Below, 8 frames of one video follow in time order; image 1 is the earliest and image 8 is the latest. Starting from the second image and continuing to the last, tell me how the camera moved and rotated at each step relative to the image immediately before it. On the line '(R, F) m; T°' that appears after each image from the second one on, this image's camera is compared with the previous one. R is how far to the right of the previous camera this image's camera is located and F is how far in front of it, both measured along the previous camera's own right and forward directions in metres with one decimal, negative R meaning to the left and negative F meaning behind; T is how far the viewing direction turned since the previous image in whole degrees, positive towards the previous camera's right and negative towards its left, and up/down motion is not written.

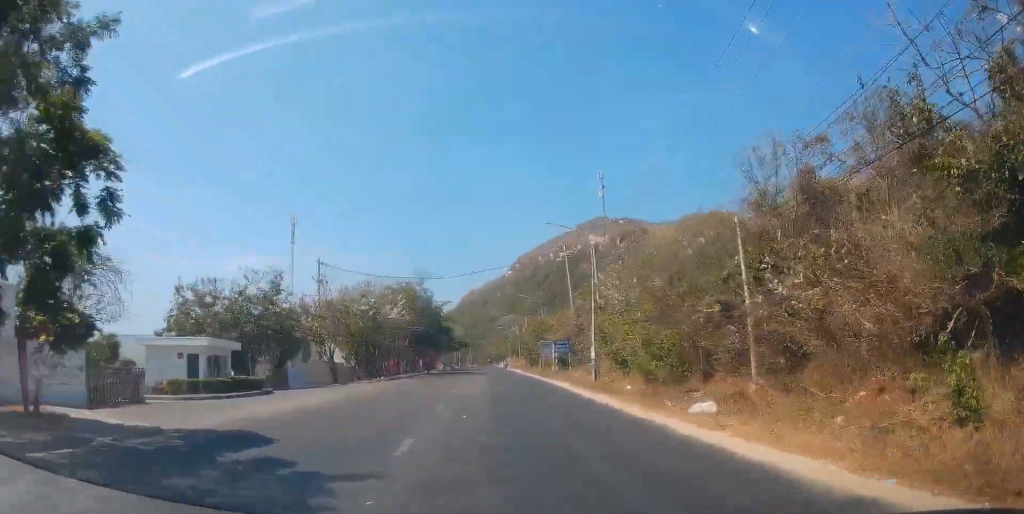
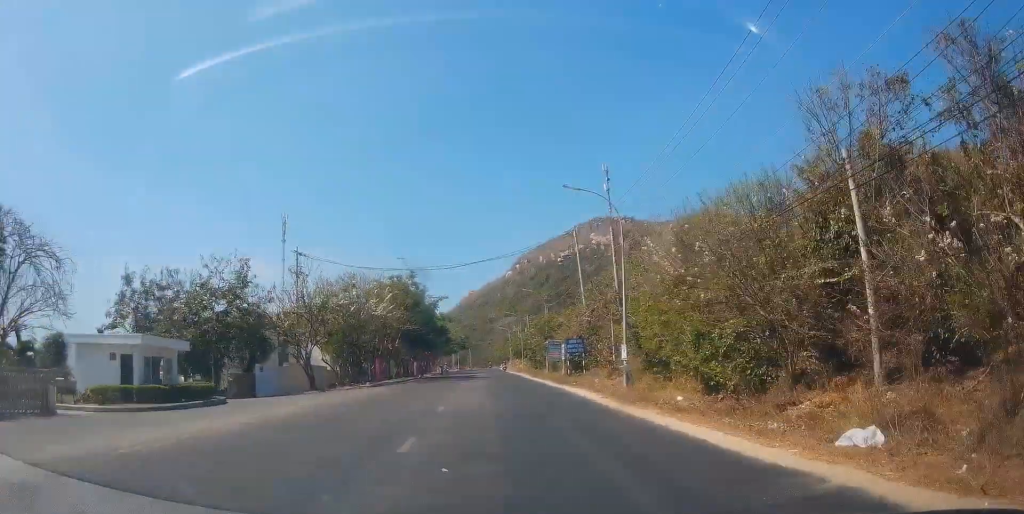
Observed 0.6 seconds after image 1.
(+0.3, +7.8) m; +1°
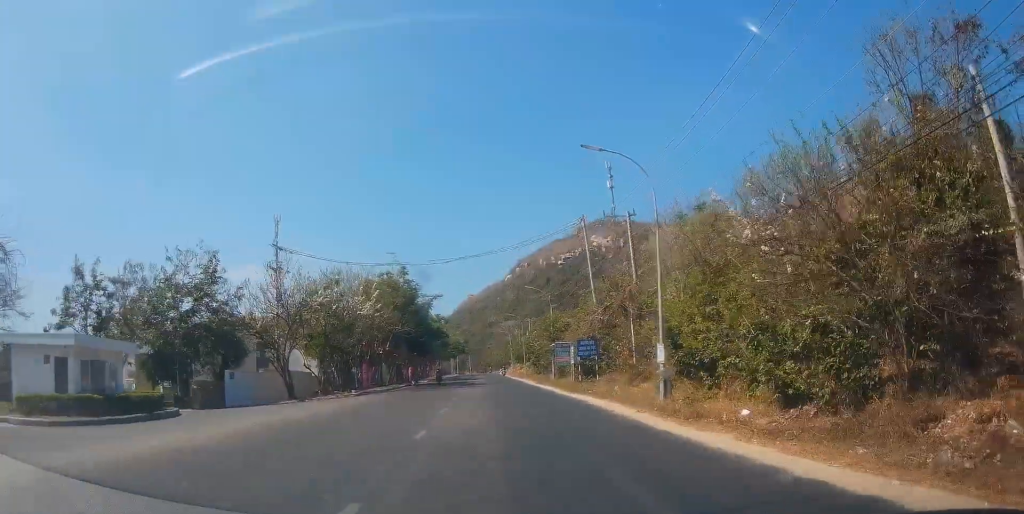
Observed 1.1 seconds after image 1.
(-0.3, +5.6) m; 0°
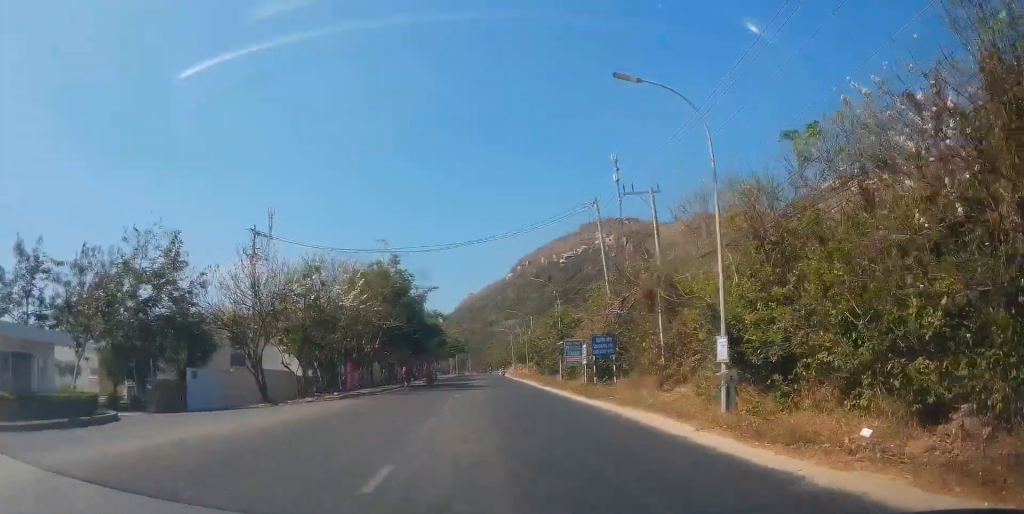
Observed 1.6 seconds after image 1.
(-0.1, +5.5) m; 0°
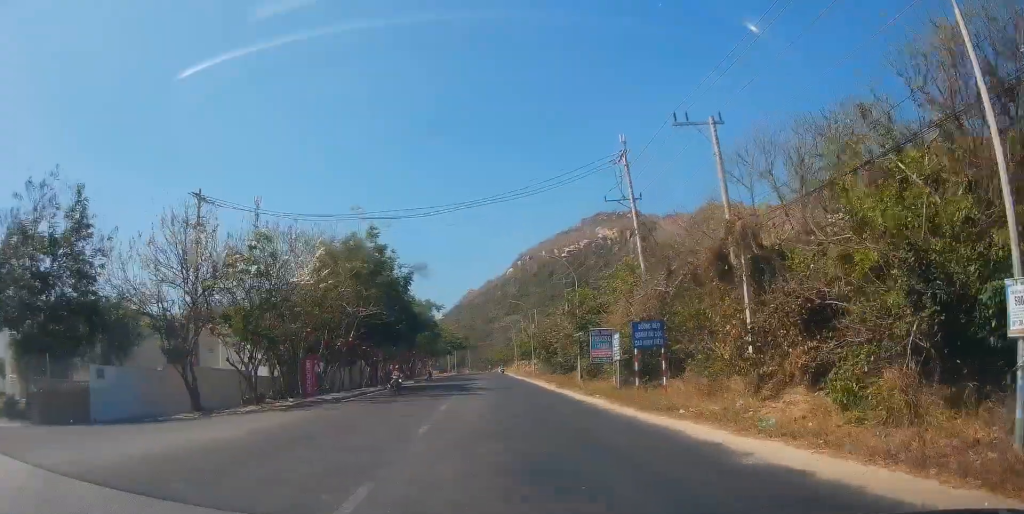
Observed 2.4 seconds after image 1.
(+0.4, +9.7) m; 0°
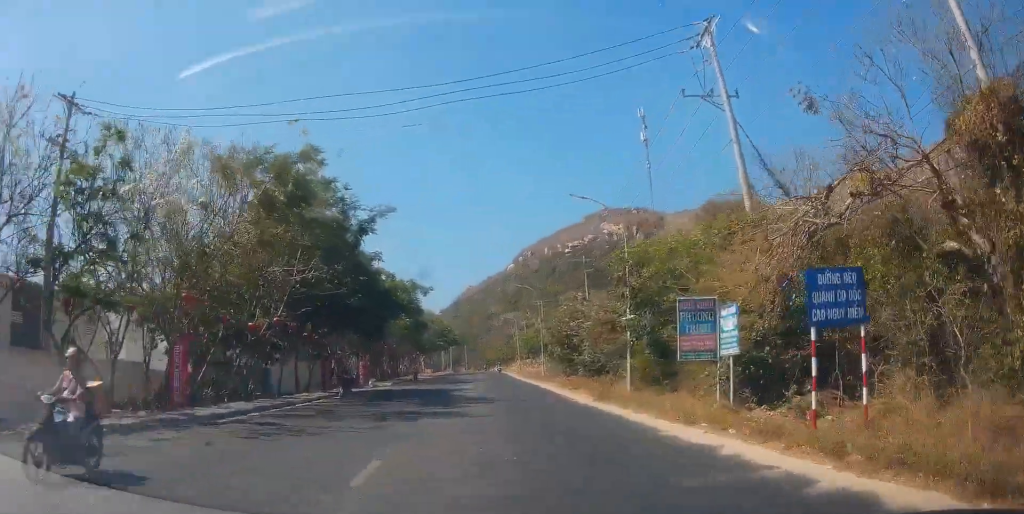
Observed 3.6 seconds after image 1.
(-0.6, +14.2) m; -2°
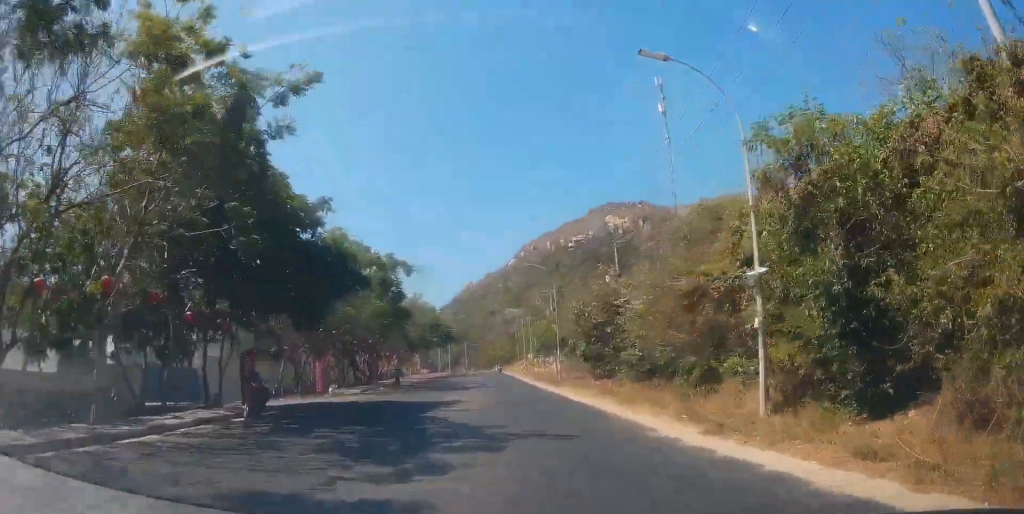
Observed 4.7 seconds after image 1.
(0.0, +12.6) m; 0°
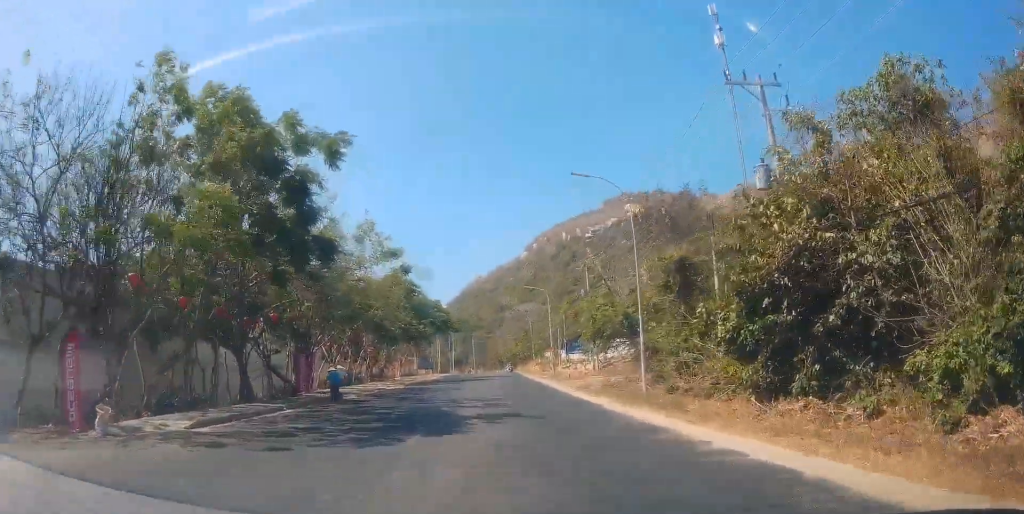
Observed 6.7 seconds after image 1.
(0.0, +23.0) m; 0°
